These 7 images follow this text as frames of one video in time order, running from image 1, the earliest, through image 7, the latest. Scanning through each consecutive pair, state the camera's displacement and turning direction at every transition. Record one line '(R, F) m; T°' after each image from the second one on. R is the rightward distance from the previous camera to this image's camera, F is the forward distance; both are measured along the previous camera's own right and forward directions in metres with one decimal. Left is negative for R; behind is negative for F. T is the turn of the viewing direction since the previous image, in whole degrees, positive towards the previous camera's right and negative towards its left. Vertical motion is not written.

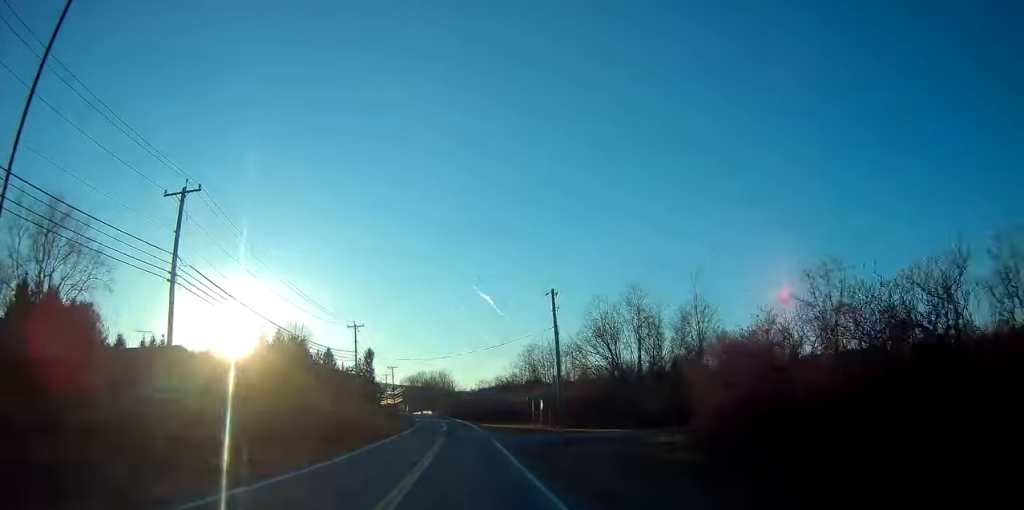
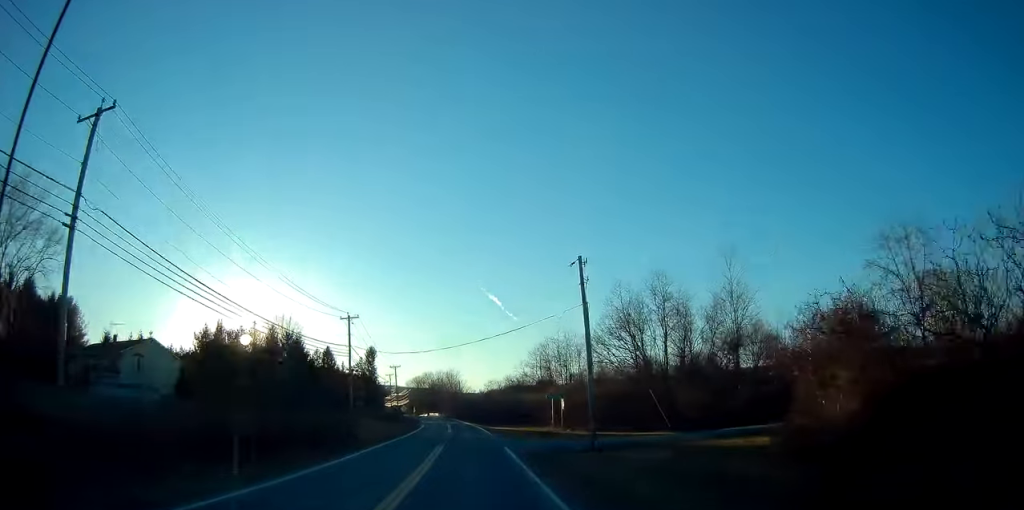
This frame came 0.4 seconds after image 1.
(0.0, +8.6) m; 0°
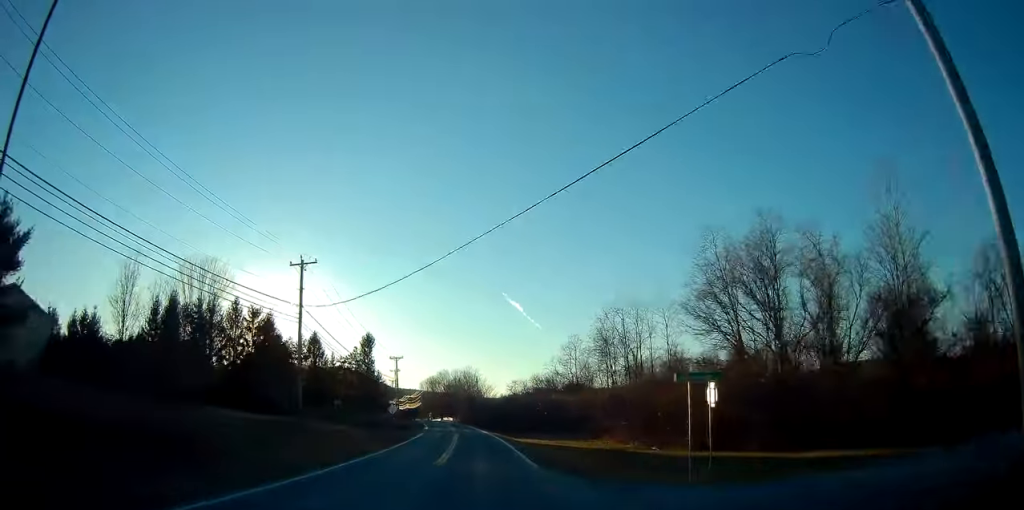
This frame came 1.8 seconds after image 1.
(-0.4, +26.4) m; -2°
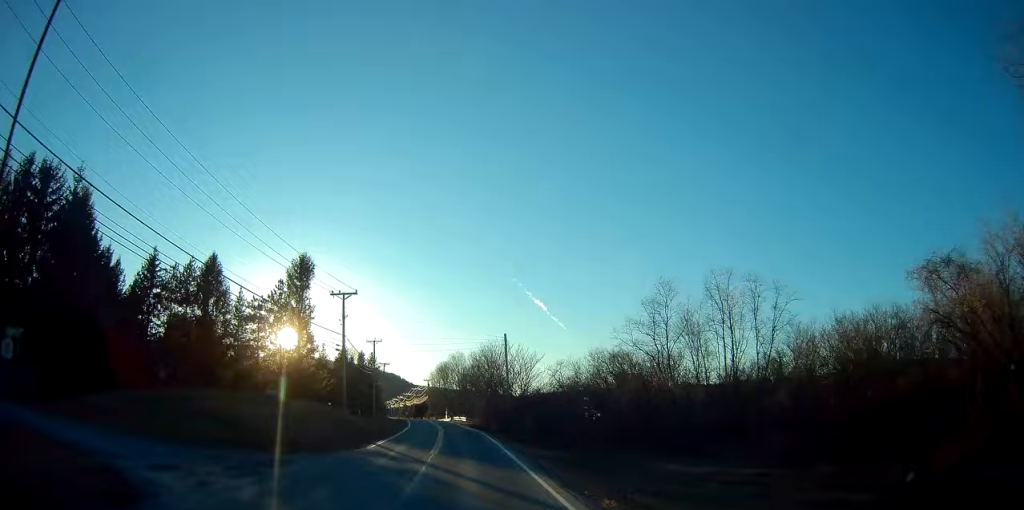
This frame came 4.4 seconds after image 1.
(-1.6, +51.8) m; -3°
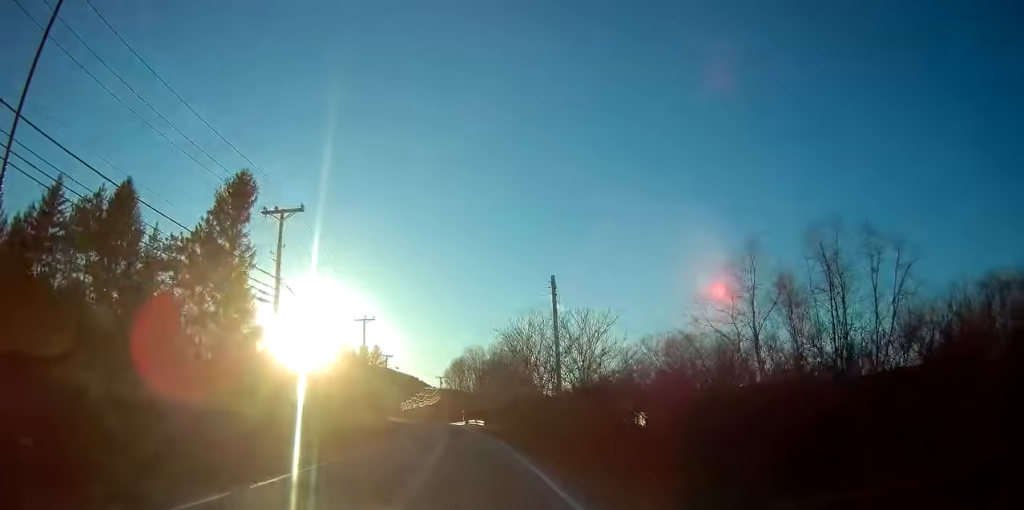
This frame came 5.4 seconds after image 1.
(-0.2, +21.2) m; -1°
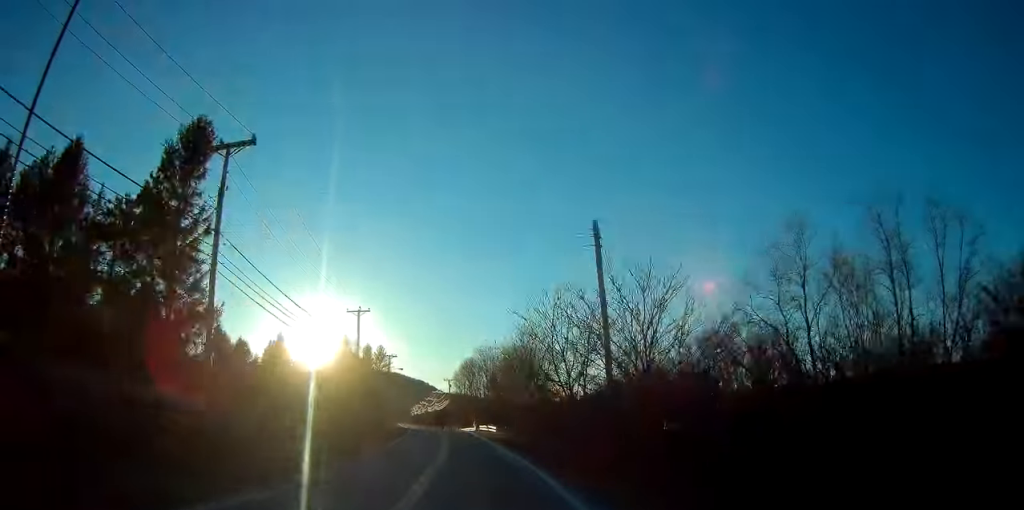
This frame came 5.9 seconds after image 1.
(-0.1, +8.6) m; -1°
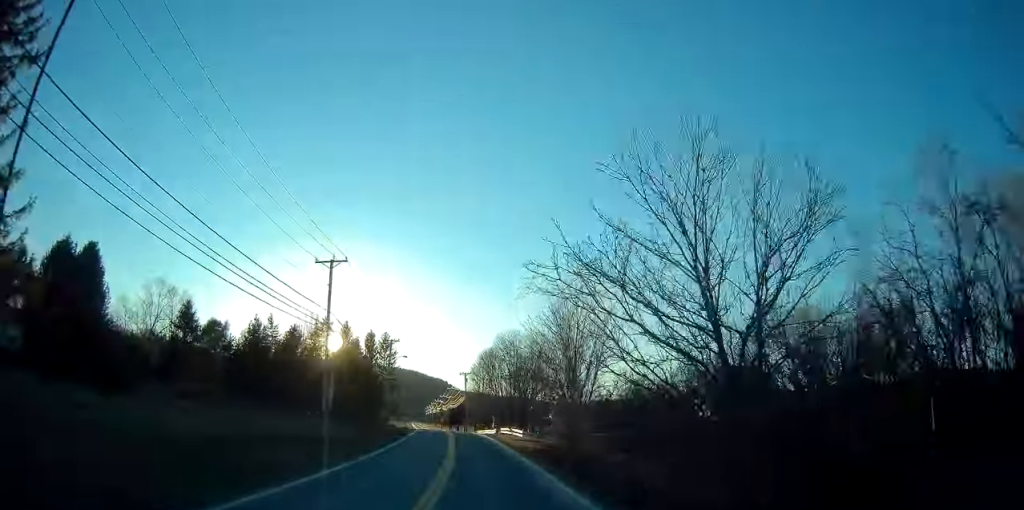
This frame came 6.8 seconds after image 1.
(-0.1, +18.6) m; -1°
